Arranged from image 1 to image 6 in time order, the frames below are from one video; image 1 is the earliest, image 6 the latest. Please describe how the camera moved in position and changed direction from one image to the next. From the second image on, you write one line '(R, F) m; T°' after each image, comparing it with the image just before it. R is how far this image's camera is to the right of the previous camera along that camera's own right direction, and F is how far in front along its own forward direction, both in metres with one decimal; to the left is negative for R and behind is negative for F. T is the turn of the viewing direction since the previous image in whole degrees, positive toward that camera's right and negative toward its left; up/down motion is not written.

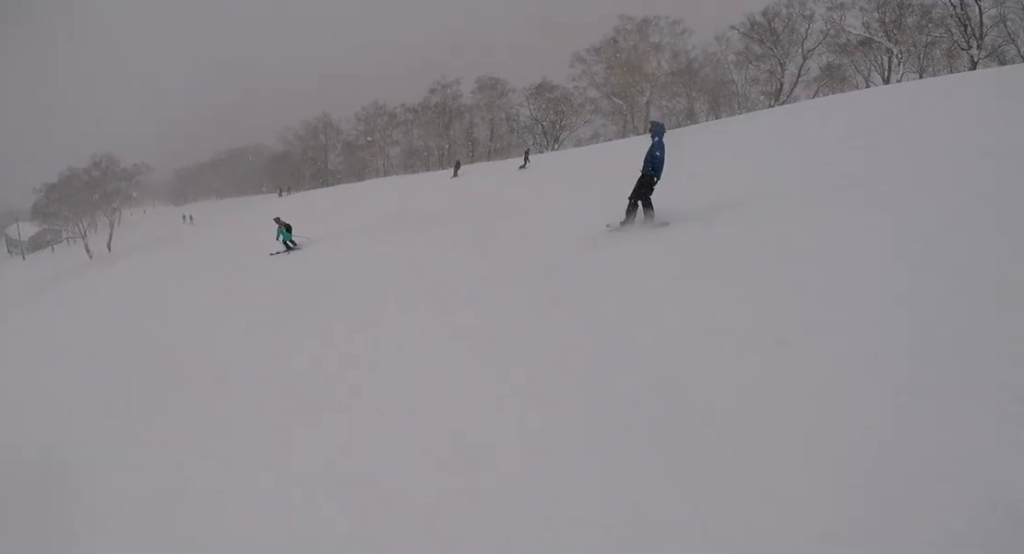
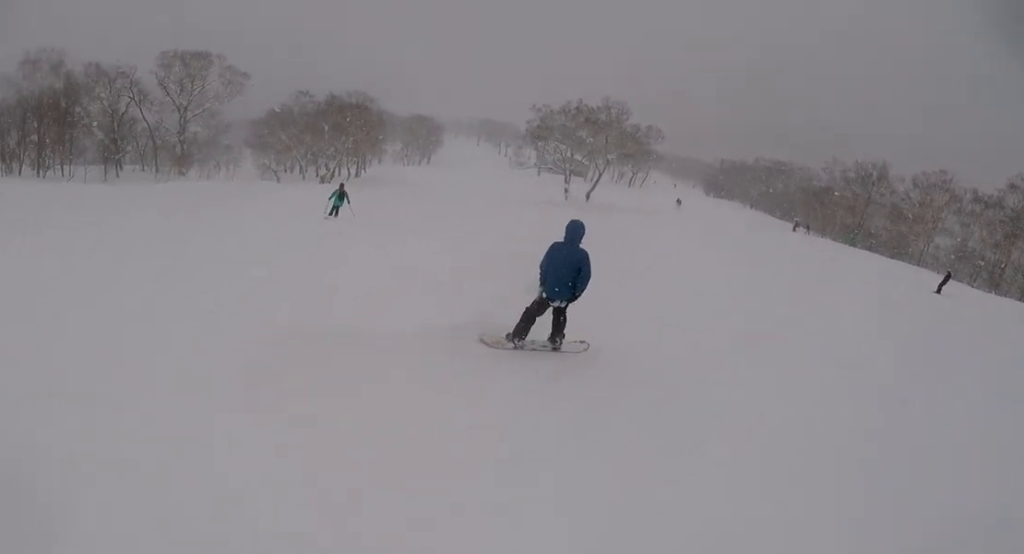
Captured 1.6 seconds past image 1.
(-3.5, +11.5) m; -46°
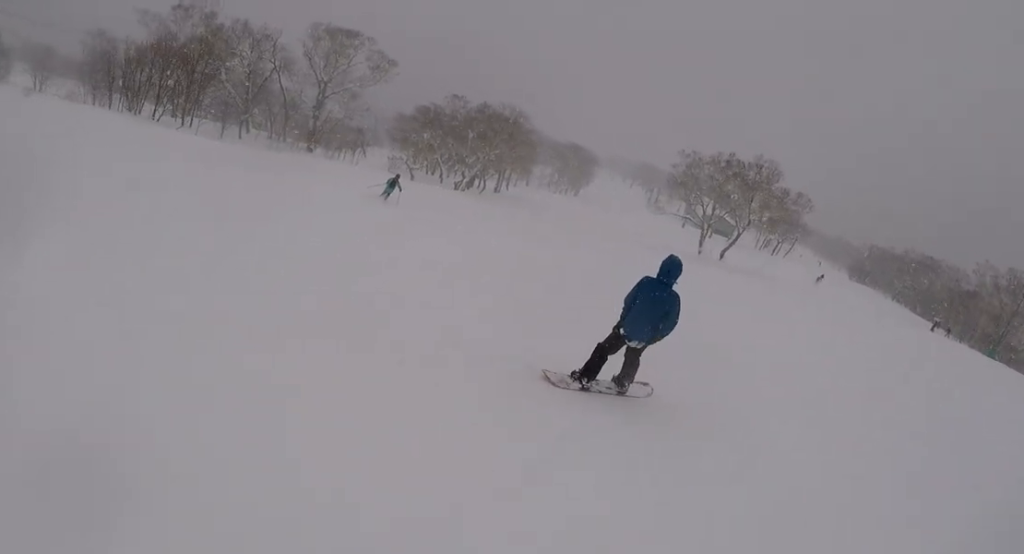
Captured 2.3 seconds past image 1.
(-1.1, +5.1) m; -13°
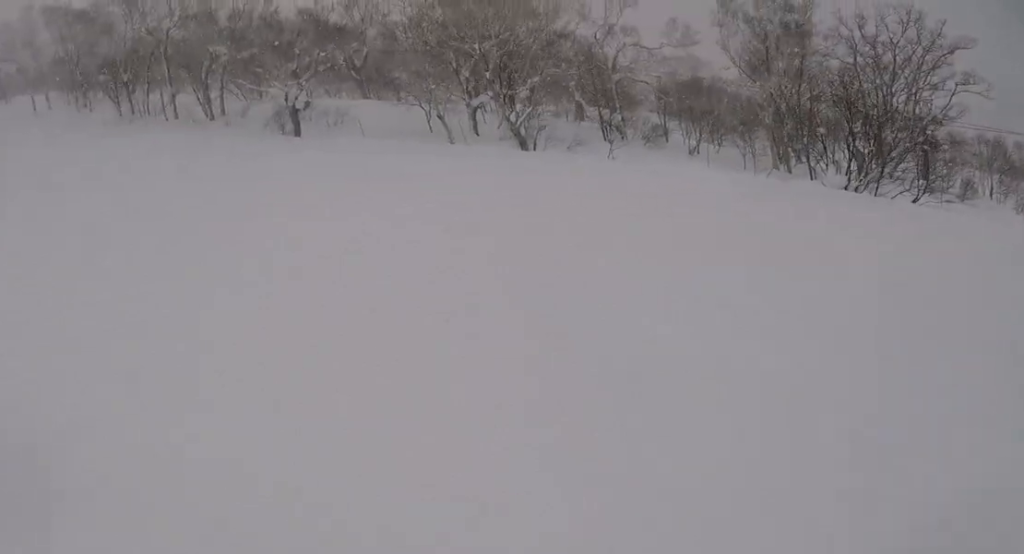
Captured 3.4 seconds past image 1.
(-1.0, +8.2) m; -12°
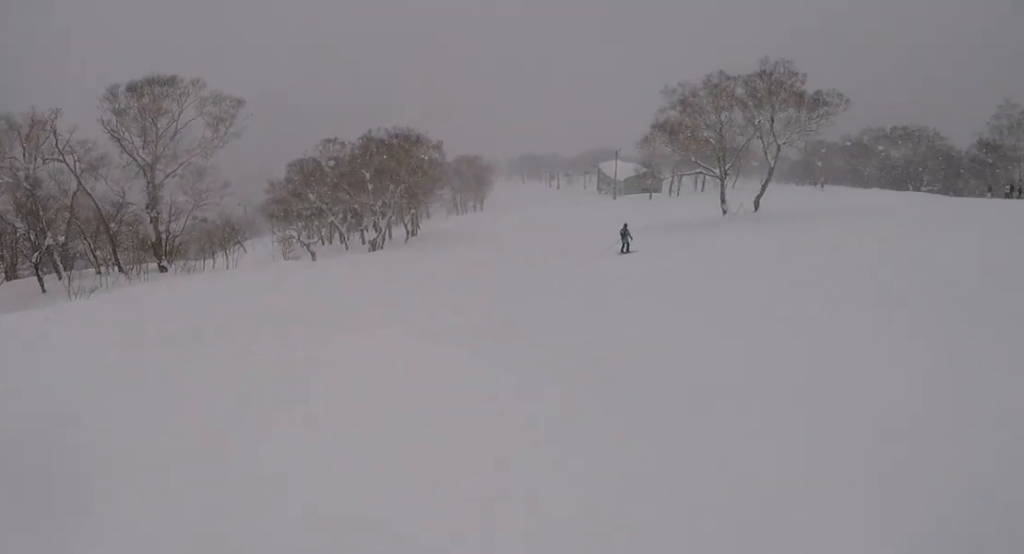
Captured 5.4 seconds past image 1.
(+1.0, +17.1) m; +20°
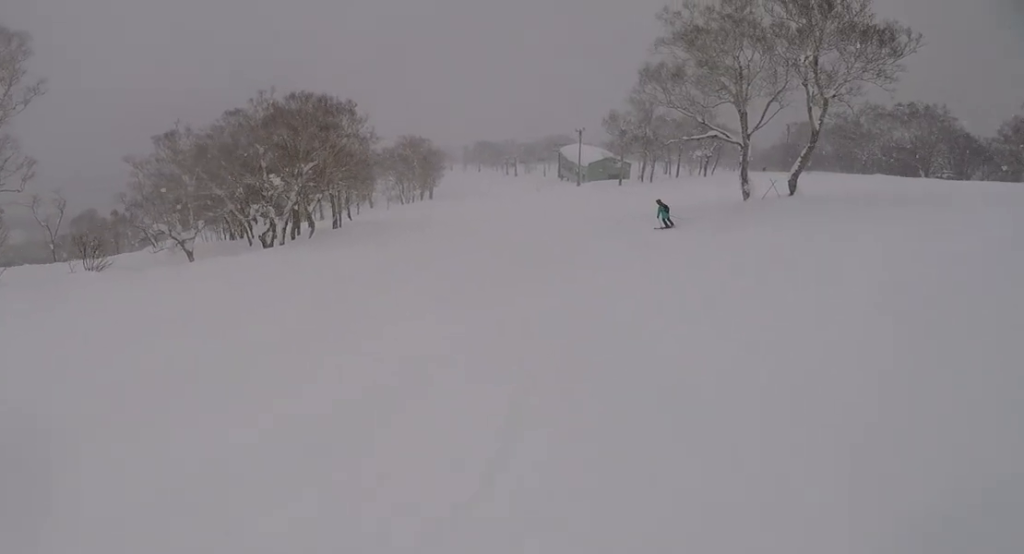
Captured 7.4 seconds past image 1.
(+3.9, +19.8) m; +9°
